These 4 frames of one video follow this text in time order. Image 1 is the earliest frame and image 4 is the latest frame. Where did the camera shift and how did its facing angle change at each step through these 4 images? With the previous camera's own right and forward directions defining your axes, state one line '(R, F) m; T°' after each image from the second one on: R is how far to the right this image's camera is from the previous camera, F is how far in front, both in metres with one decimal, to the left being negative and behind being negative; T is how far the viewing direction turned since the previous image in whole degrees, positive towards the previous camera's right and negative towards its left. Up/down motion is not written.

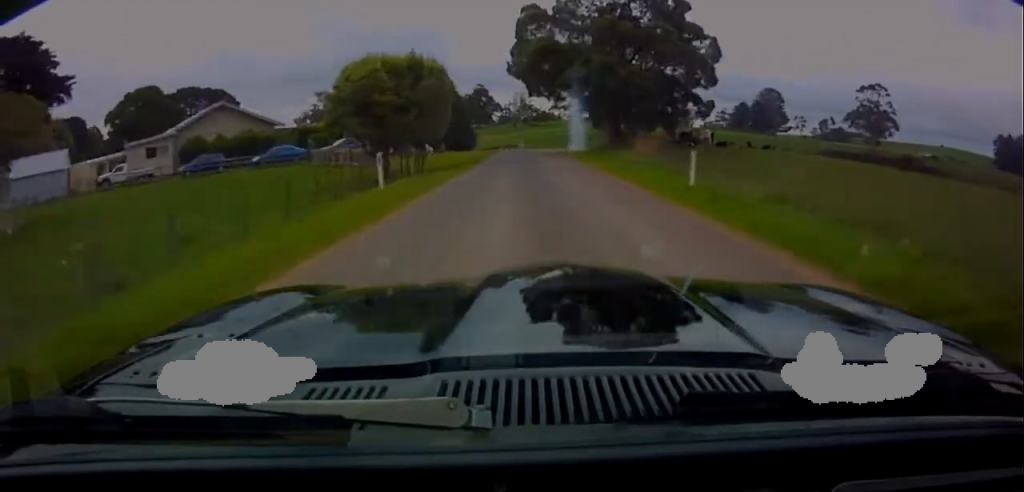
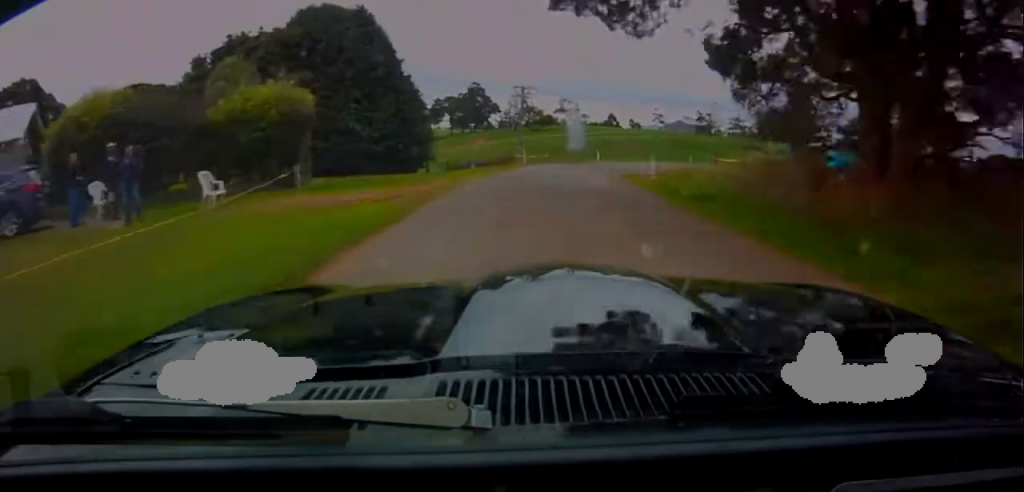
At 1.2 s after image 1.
(-0.1, +34.2) m; +3°
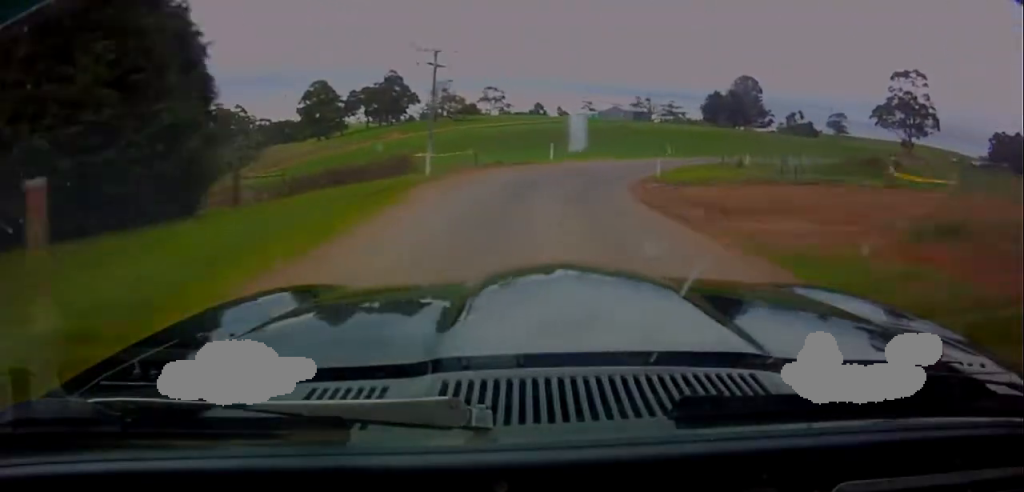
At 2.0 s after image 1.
(+0.6, +20.4) m; +6°
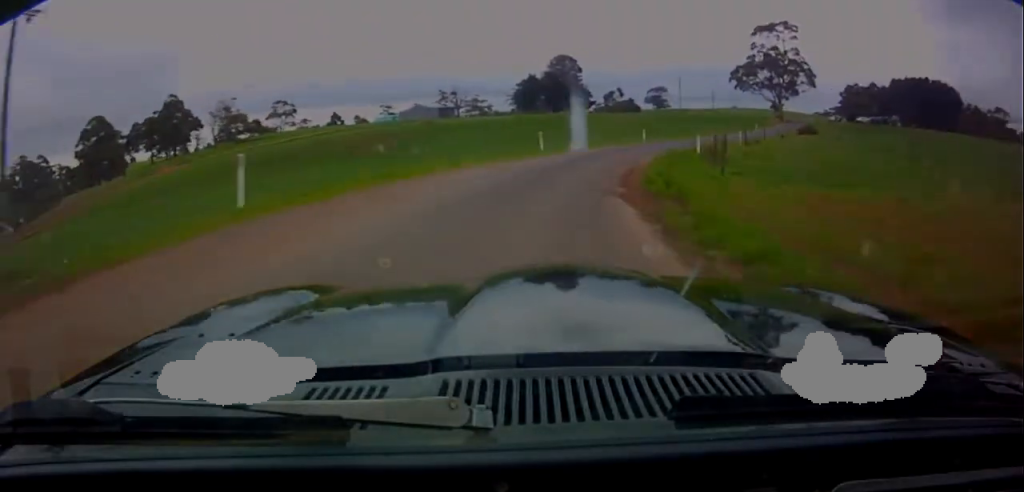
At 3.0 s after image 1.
(+2.2, +27.3) m; +14°
